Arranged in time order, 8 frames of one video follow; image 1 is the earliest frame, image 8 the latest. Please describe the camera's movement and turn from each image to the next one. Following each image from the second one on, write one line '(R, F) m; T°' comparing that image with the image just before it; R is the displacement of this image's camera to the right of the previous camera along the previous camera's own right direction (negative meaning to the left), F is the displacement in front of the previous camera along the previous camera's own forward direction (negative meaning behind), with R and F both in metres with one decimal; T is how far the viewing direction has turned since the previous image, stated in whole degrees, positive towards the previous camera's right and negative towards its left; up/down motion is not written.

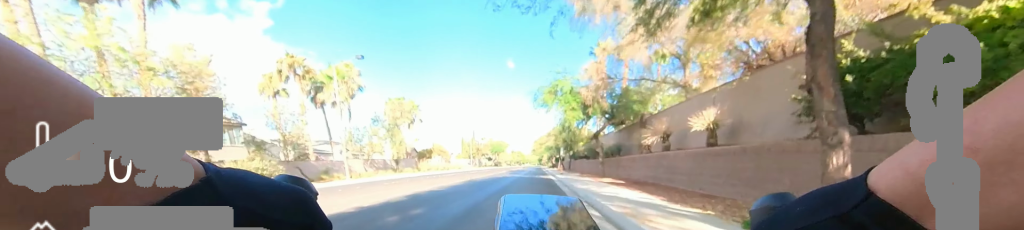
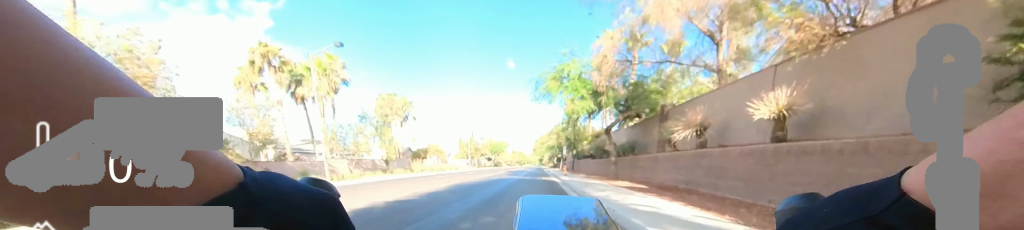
(0.0, +3.0) m; 0°
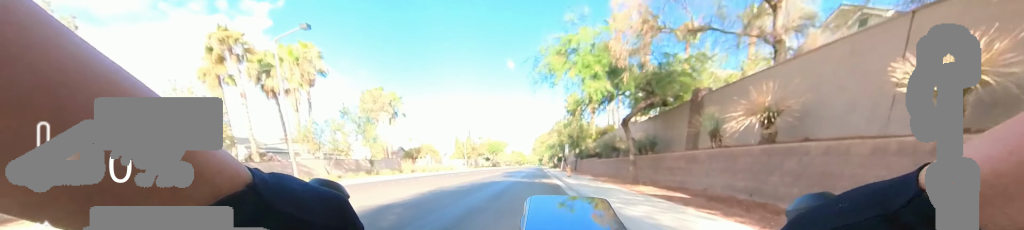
(0.0, +3.0) m; 0°
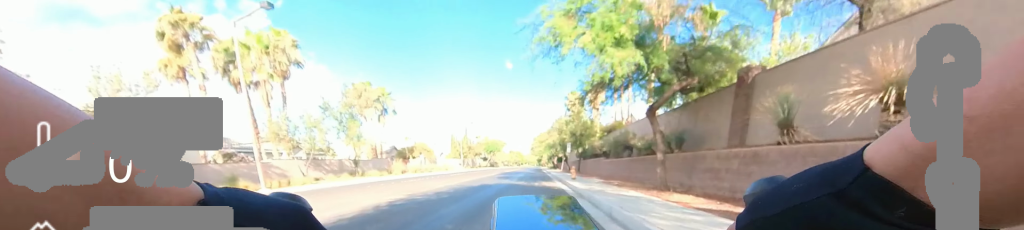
(0.0, +2.4) m; 0°
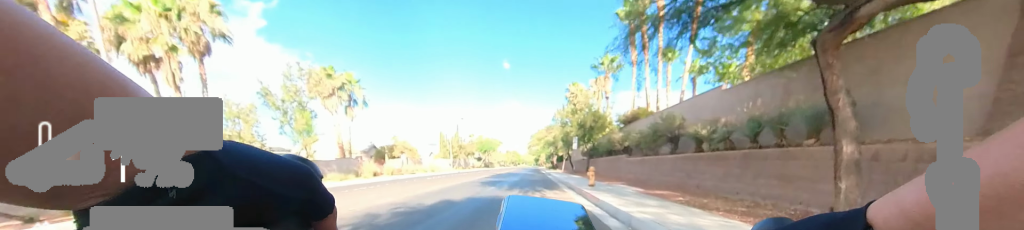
(0.0, +5.4) m; 0°
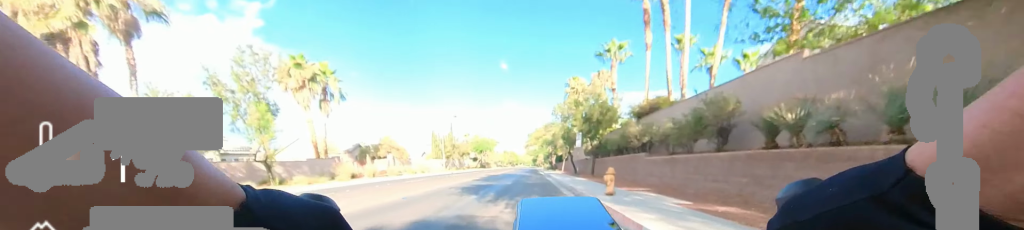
(0.0, +3.7) m; 0°
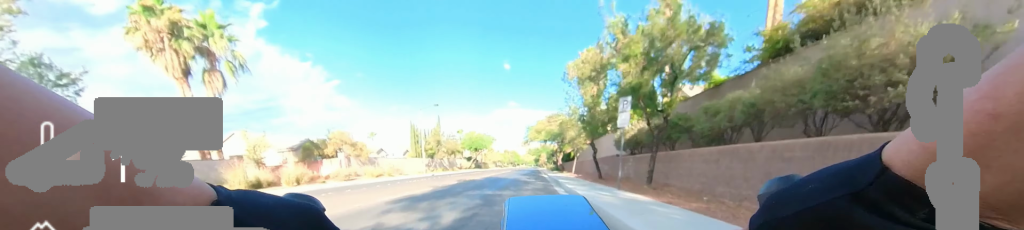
(0.0, +12.5) m; 0°
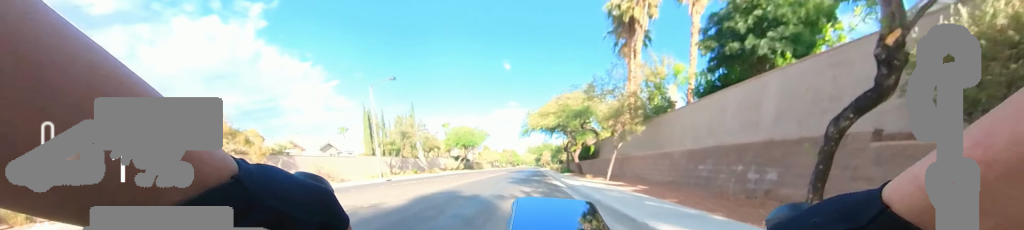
(0.0, +15.3) m; 0°
